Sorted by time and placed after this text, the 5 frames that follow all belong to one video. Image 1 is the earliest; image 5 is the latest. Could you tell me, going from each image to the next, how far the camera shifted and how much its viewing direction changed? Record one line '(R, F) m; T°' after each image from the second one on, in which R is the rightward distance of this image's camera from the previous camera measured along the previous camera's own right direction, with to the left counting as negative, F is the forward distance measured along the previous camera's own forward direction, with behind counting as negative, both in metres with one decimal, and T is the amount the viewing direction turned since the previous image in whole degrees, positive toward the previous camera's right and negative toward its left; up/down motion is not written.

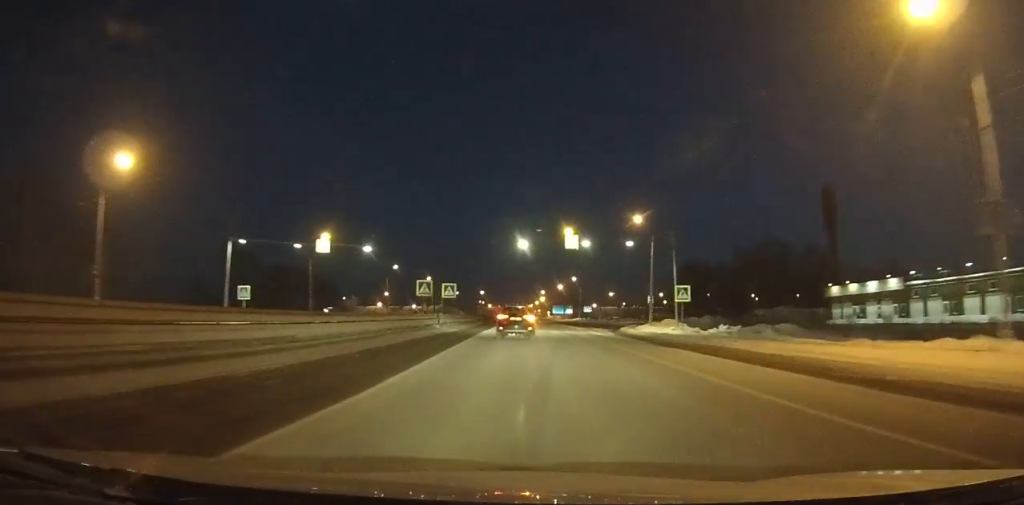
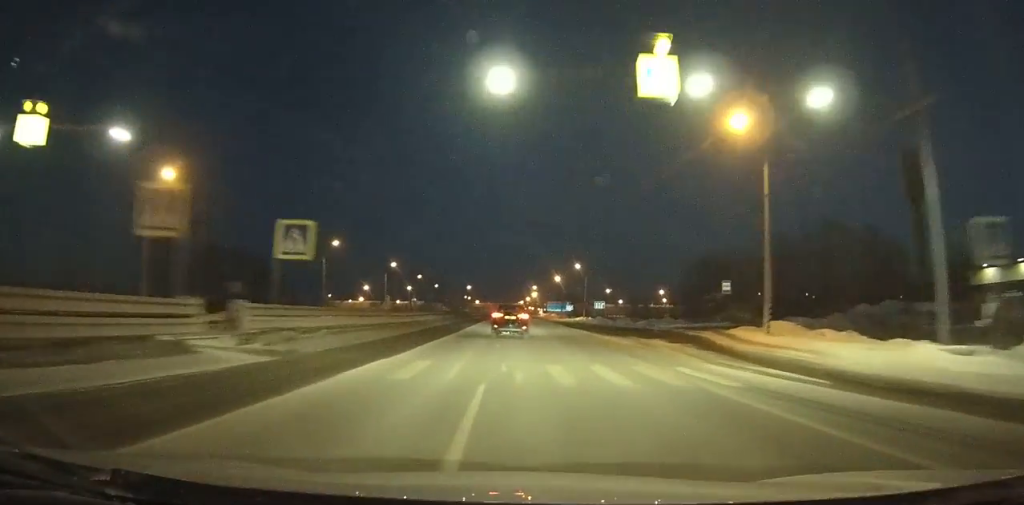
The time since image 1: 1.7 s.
(+0.2, +30.1) m; 0°
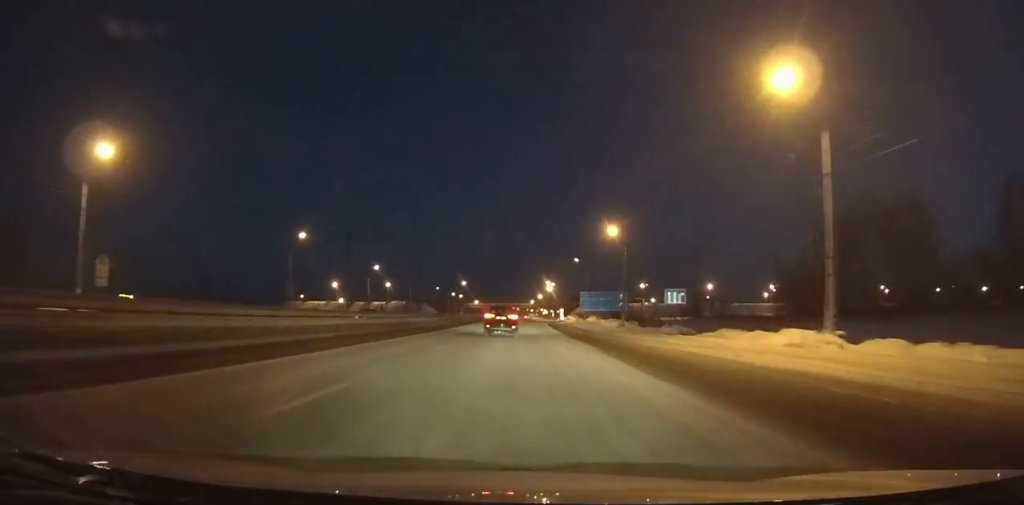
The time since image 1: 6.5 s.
(-0.5, +85.5) m; -1°
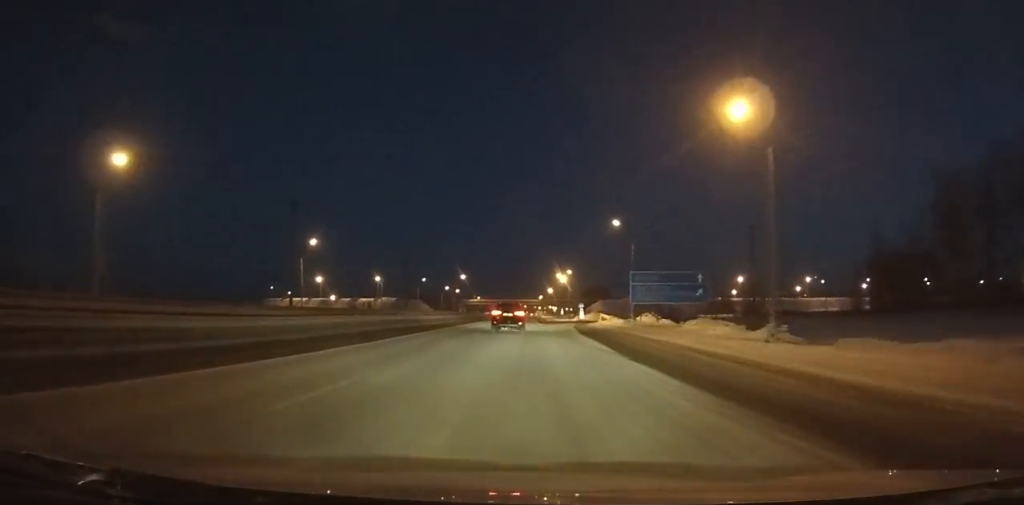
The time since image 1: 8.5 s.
(-0.3, +36.0) m; -1°
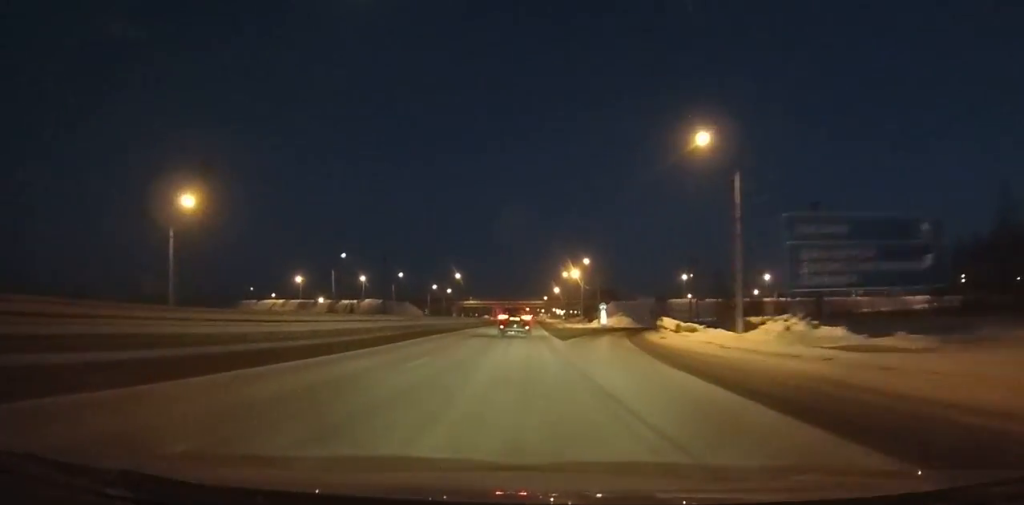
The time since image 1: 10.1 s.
(-0.2, +29.2) m; 0°
